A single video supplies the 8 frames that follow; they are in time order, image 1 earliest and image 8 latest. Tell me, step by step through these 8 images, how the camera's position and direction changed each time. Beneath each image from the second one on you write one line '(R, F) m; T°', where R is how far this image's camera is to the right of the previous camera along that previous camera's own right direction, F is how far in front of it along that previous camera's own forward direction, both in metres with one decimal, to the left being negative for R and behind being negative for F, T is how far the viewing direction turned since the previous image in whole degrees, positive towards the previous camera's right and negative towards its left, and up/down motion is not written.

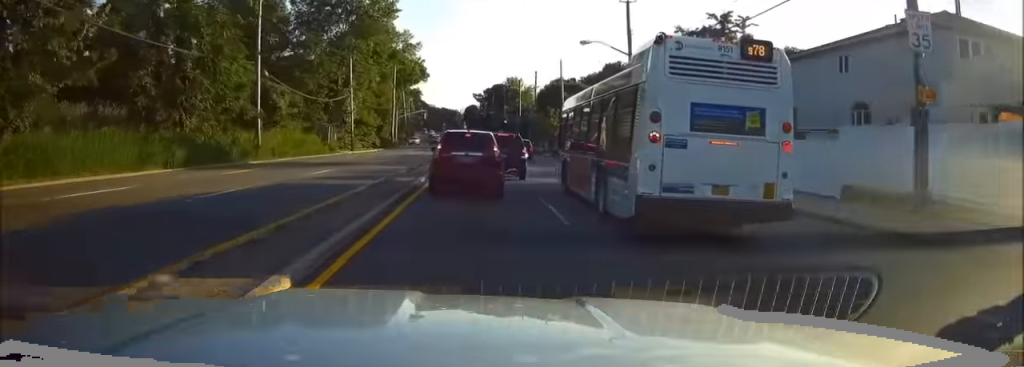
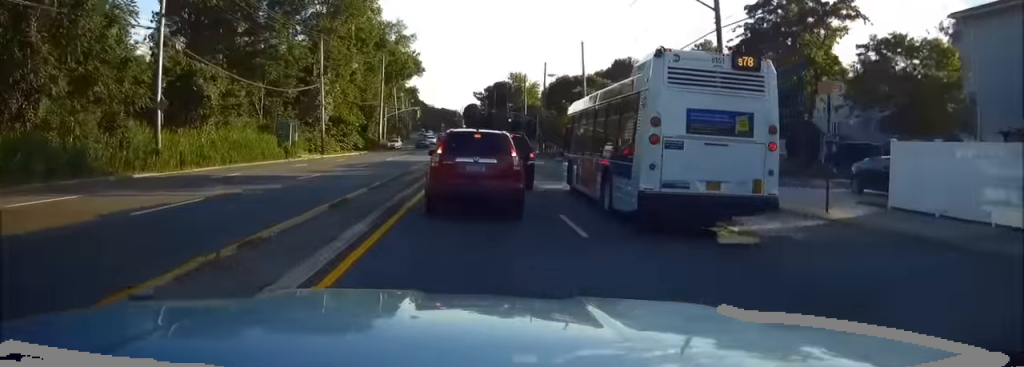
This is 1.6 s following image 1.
(-0.1, +17.4) m; -1°
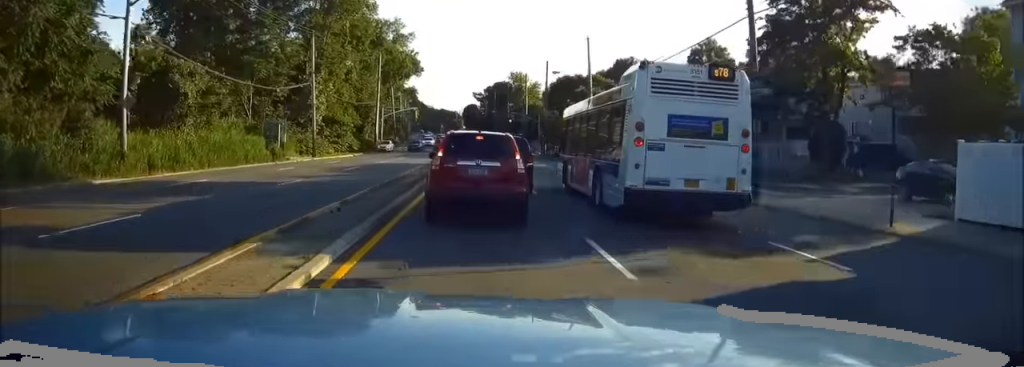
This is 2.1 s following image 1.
(-0.1, +4.4) m; 0°
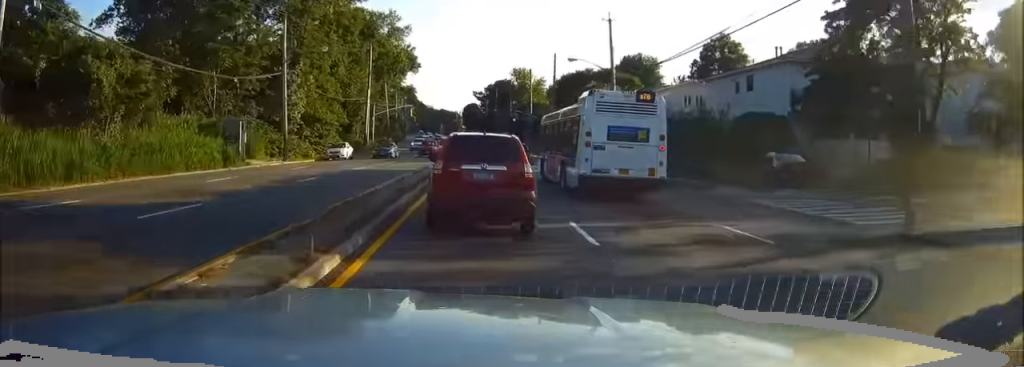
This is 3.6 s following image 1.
(+0.2, +11.5) m; +2°
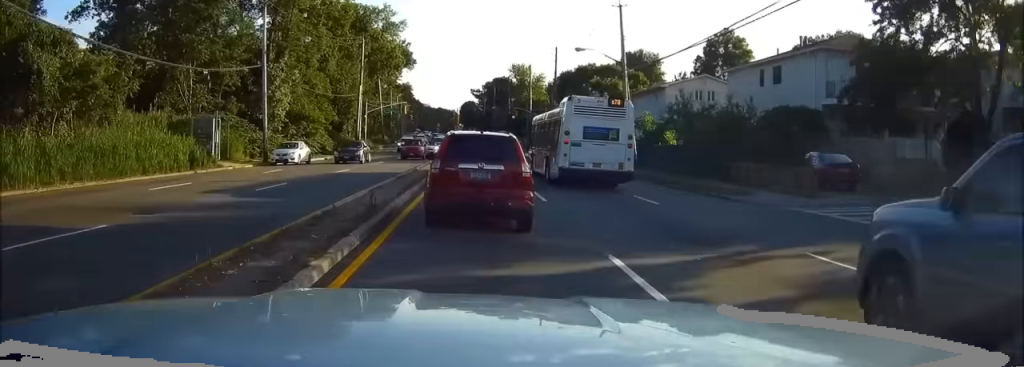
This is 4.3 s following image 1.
(+0.1, +5.0) m; 0°
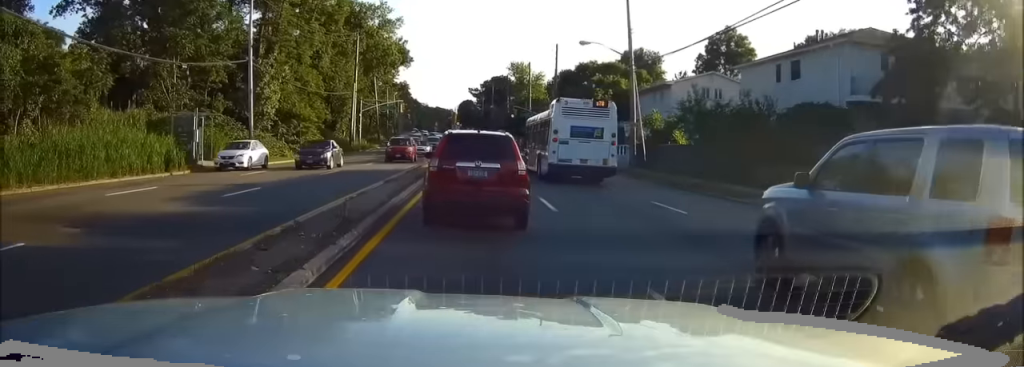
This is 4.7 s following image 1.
(0.0, +2.8) m; 0°
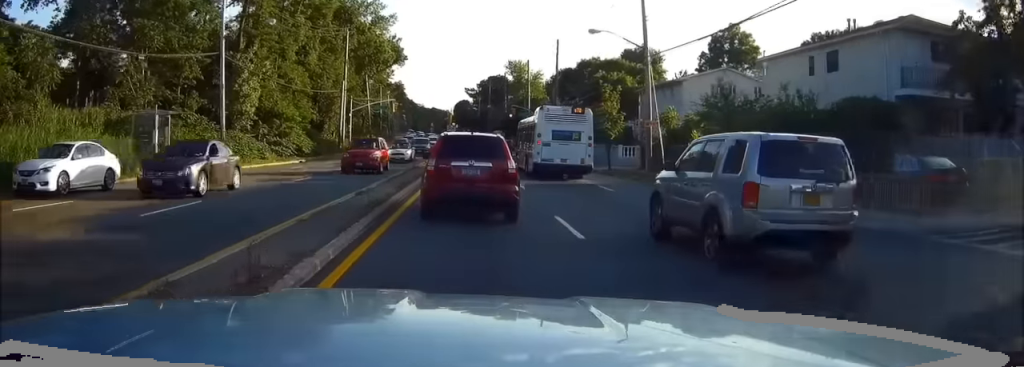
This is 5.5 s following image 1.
(0.0, +4.9) m; 0°
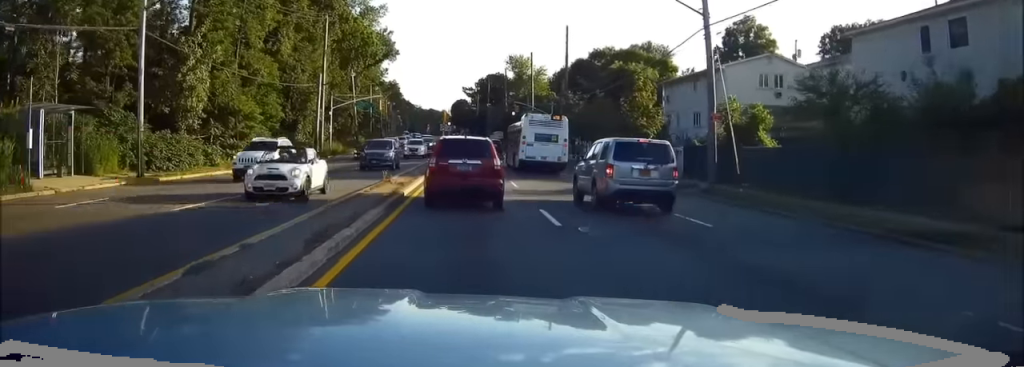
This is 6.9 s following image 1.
(+0.1, +10.3) m; +1°
